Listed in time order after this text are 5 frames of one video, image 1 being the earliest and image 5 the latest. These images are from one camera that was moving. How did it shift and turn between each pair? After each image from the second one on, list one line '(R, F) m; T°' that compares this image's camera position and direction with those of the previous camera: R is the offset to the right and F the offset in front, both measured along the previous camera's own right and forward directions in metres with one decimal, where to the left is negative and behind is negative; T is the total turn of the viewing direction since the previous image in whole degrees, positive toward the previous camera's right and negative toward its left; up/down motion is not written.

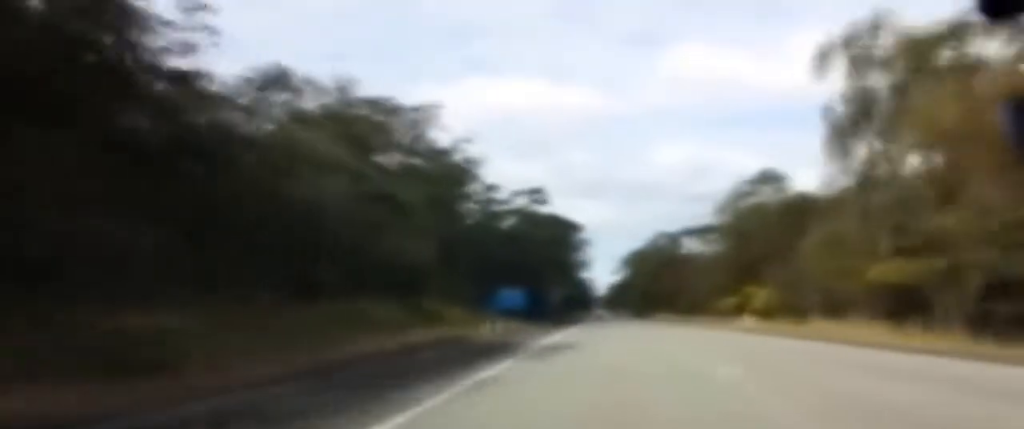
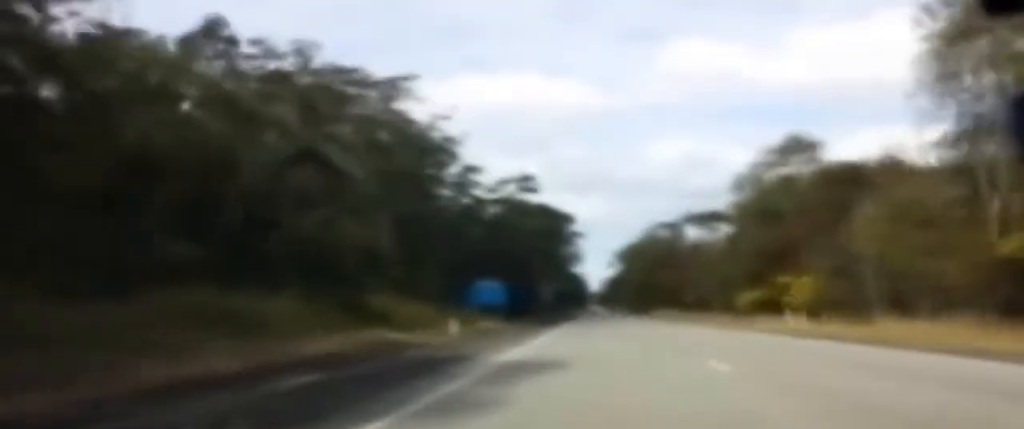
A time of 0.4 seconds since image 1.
(0.0, +11.9) m; 0°
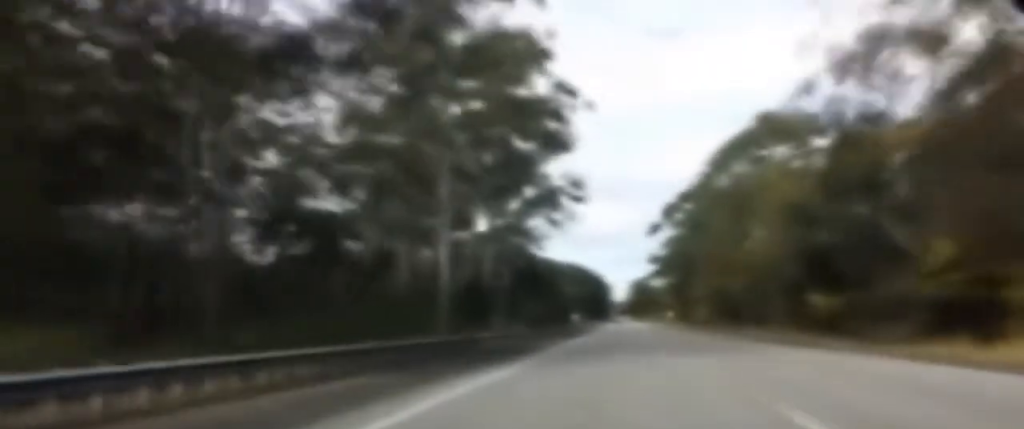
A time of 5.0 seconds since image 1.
(-2.0, +126.5) m; -1°
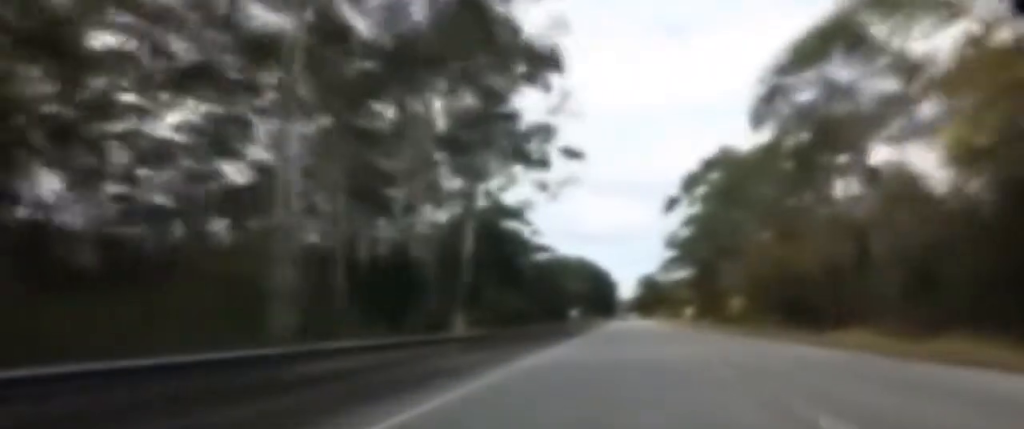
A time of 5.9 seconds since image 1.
(-0.6, +25.3) m; 0°
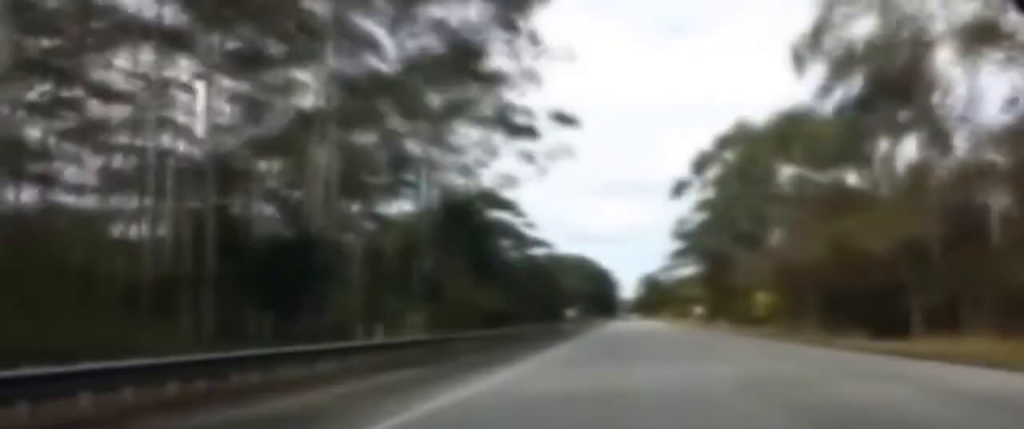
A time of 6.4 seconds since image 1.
(+0.1, +13.1) m; 0°
